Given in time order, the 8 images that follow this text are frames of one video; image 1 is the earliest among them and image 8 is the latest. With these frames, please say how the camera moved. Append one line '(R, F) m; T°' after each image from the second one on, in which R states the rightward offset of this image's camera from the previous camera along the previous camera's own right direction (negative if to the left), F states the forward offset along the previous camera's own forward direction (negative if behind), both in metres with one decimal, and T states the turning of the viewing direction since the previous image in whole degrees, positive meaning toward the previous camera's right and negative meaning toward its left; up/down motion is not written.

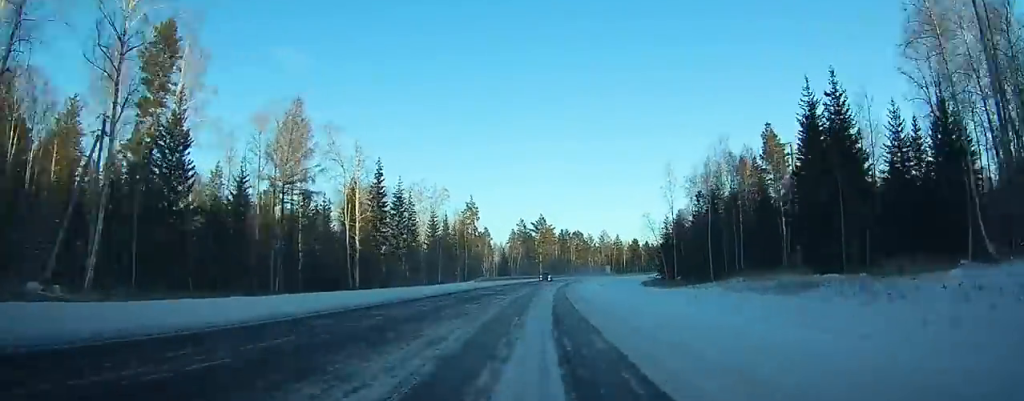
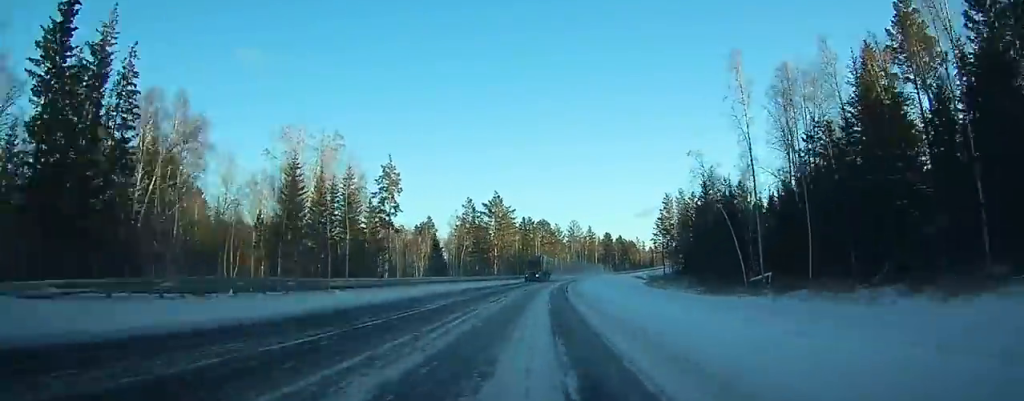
(+0.9, +57.3) m; +3°
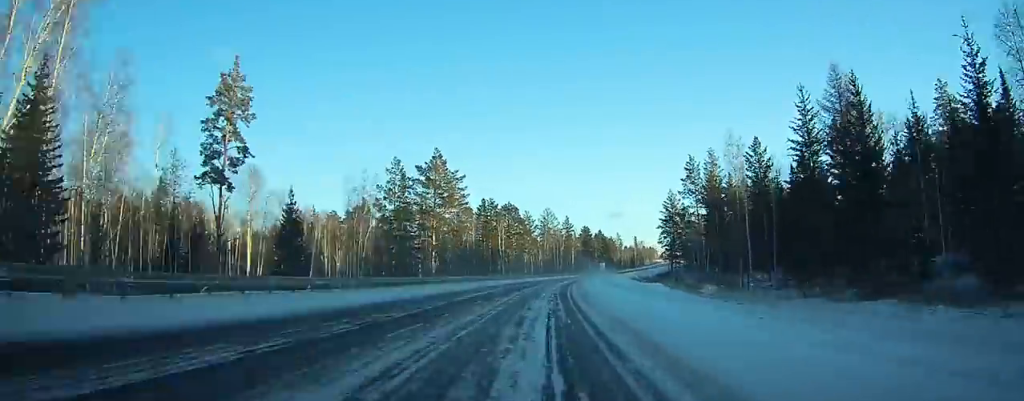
(+2.3, +52.4) m; +4°
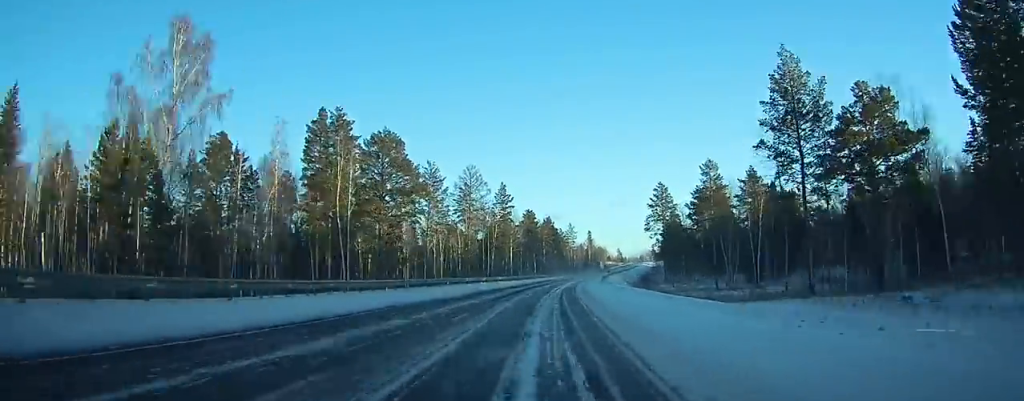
(+4.6, +90.1) m; +6°
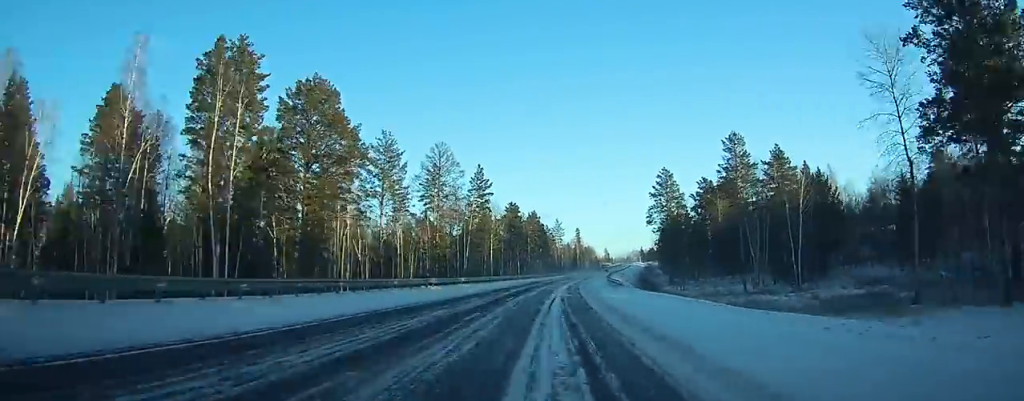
(+0.2, +23.4) m; +2°
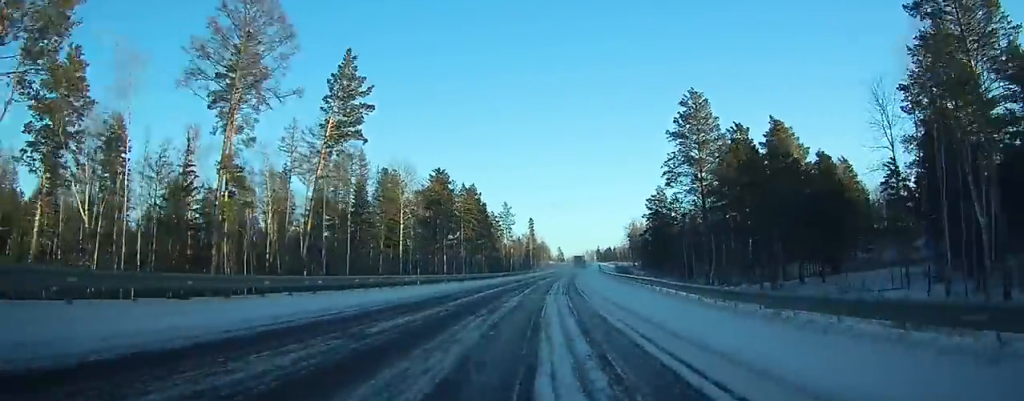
(+2.7, +61.2) m; +5°
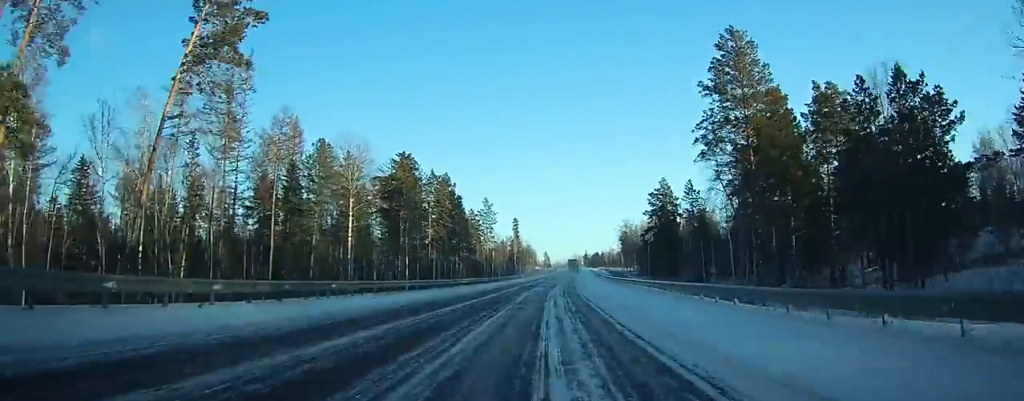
(+0.5, +22.8) m; +1°
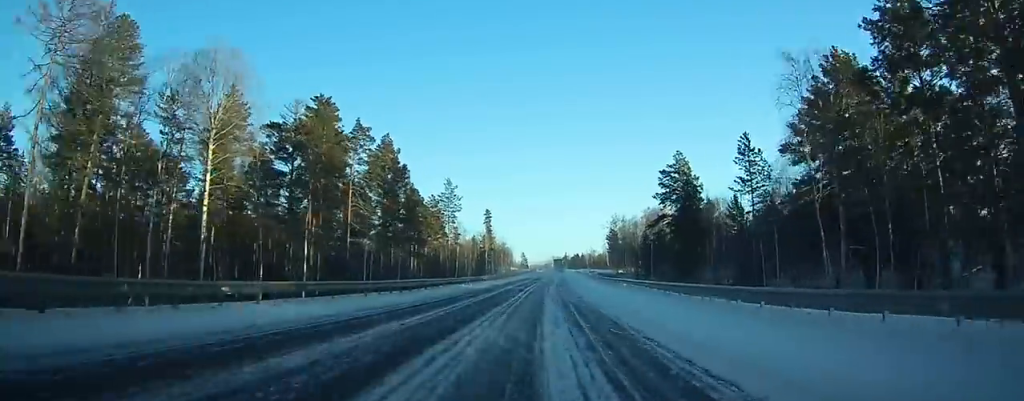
(+0.6, +35.5) m; +2°
